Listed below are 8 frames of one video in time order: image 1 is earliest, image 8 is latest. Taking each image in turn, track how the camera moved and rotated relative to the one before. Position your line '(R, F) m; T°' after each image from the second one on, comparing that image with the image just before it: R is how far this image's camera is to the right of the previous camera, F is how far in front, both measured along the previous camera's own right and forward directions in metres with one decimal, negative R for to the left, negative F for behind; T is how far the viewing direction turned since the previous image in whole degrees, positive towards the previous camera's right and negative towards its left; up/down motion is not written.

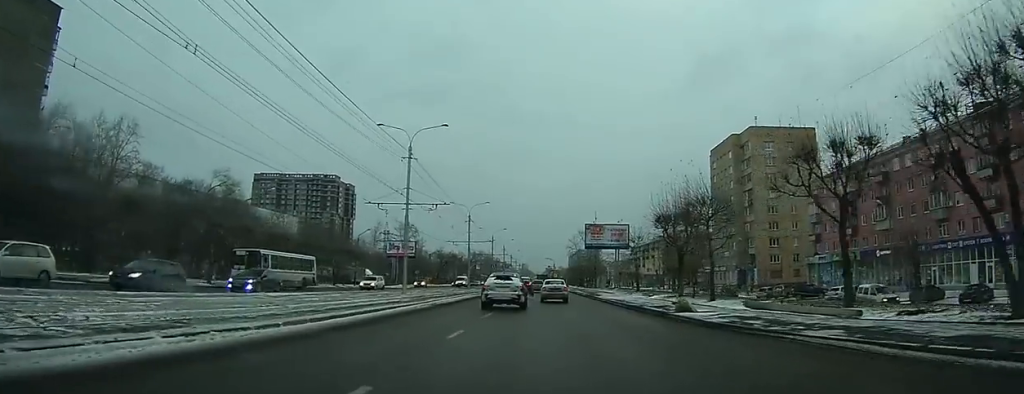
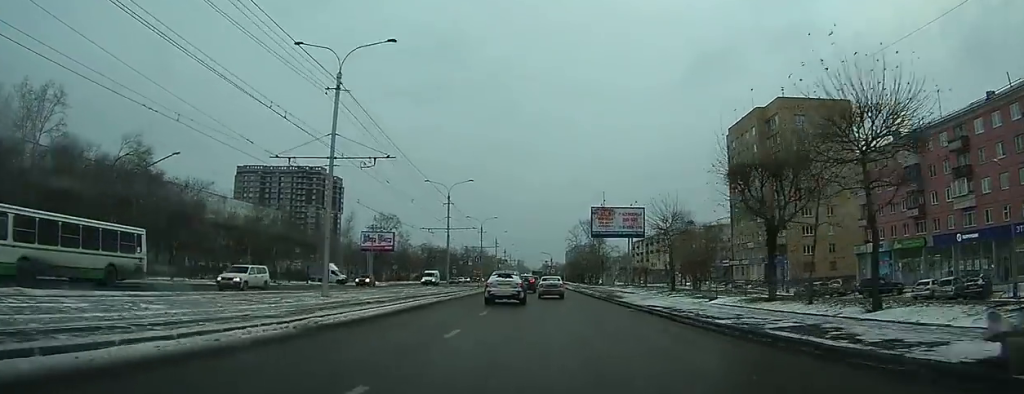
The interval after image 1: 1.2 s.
(-0.1, +16.7) m; -1°
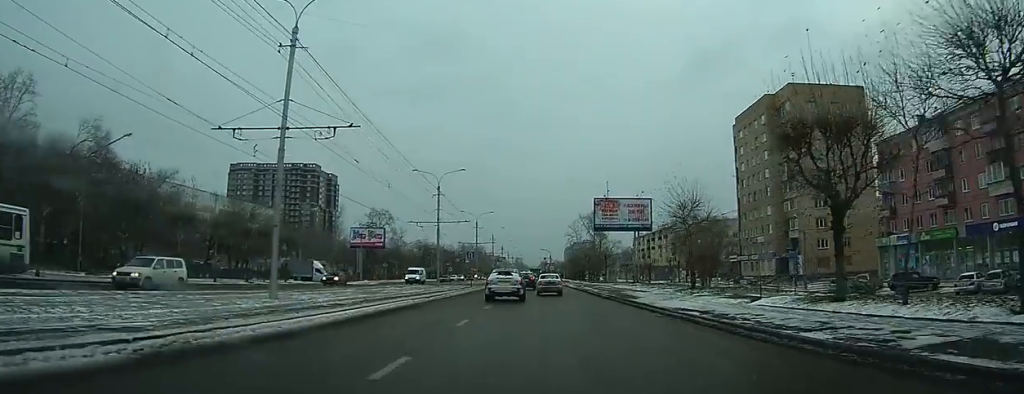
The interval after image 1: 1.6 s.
(0.0, +5.9) m; 0°
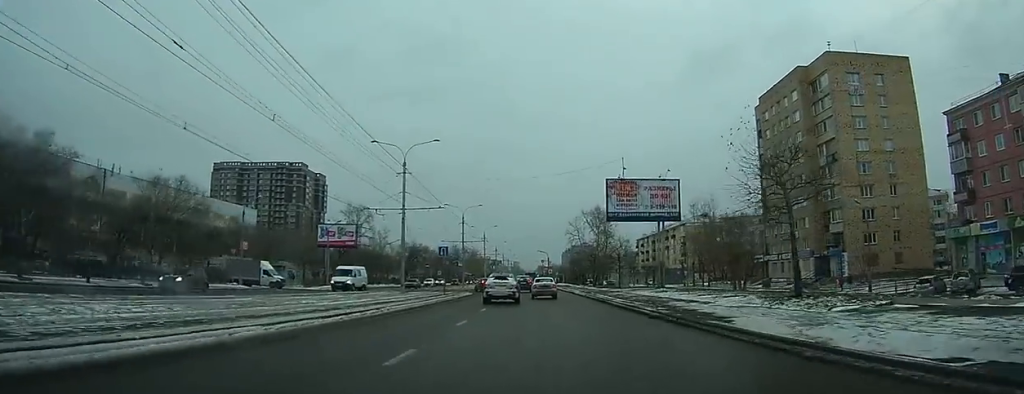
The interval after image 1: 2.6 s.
(0.0, +15.3) m; 0°
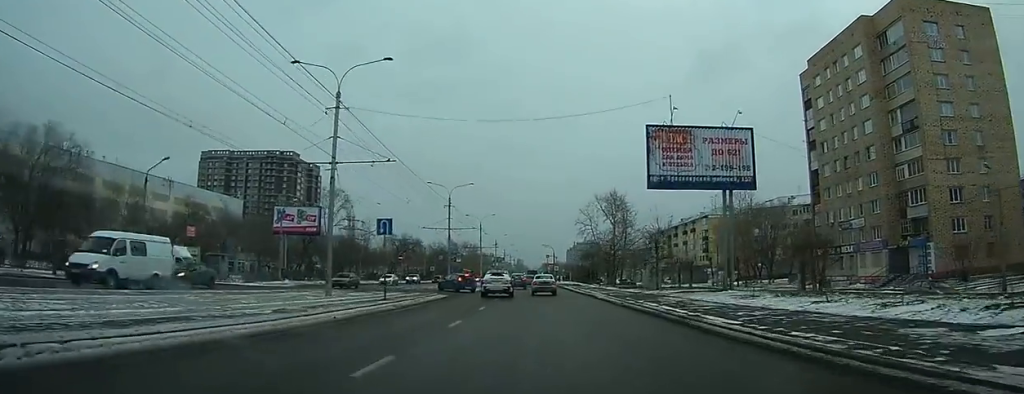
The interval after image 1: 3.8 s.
(+0.1, +18.1) m; 0°
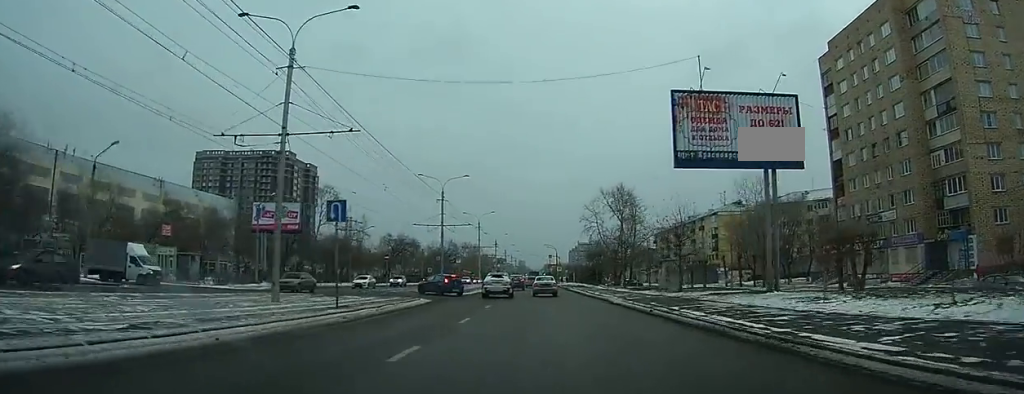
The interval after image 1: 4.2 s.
(0.0, +6.6) m; 0°
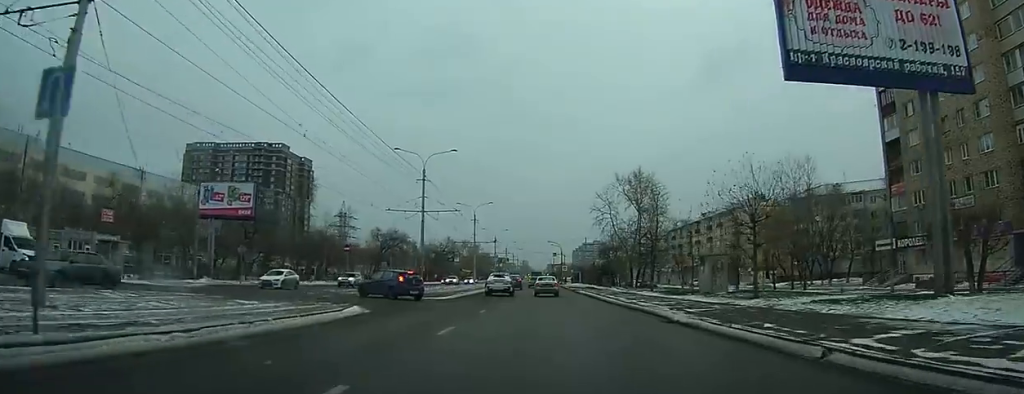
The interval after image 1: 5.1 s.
(0.0, +12.6) m; 0°
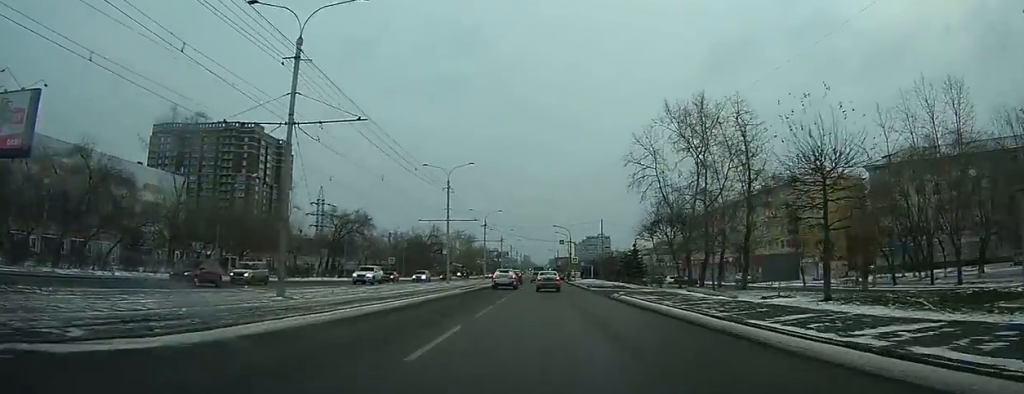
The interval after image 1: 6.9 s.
(-0.4, +26.6) m; -2°
